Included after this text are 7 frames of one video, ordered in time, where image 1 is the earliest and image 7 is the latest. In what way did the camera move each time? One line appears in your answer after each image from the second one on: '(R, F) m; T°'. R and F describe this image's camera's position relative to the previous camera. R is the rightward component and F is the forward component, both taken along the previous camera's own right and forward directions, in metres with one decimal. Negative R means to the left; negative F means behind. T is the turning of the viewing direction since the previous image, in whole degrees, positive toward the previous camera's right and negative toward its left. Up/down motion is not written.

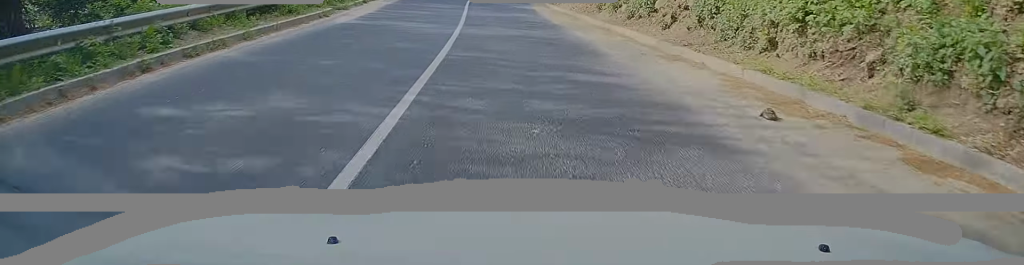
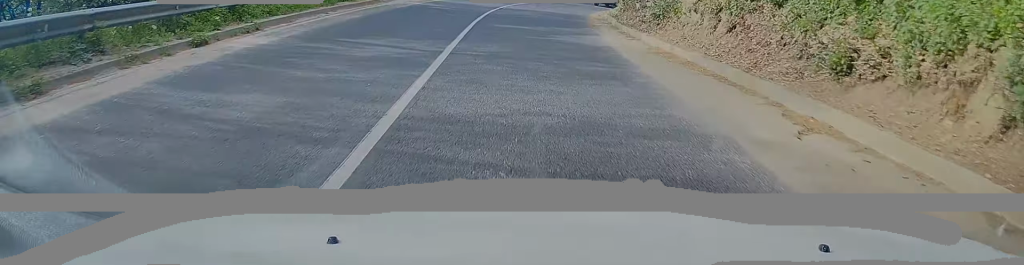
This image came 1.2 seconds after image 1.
(-0.4, +16.4) m; -1°
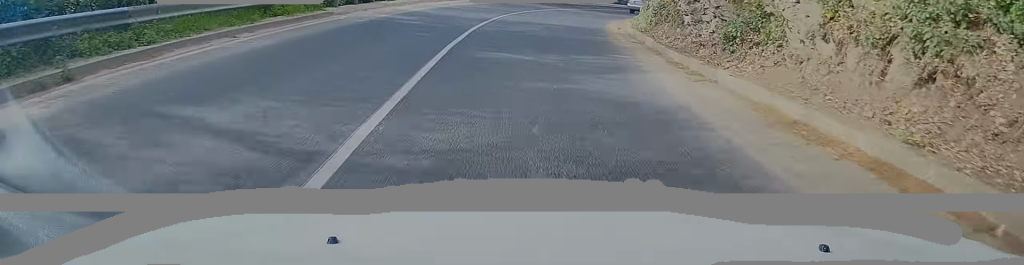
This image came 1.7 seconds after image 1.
(0.0, +6.3) m; 0°
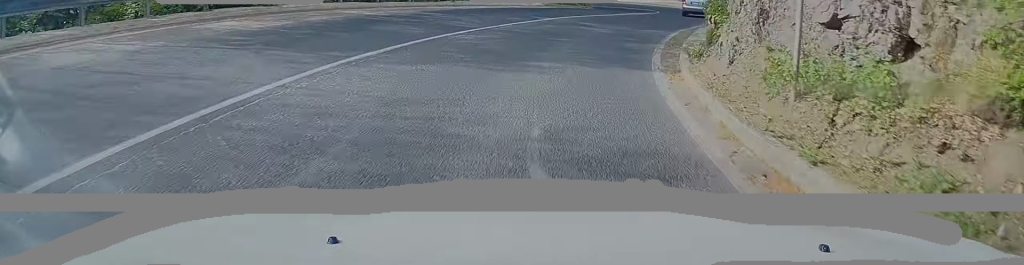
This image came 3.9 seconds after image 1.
(+2.8, +29.5) m; +15°
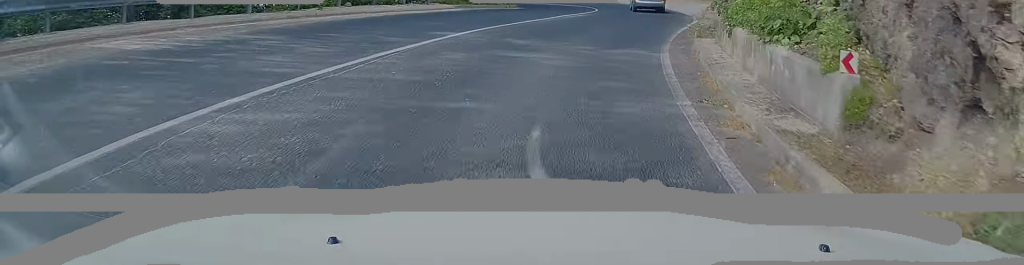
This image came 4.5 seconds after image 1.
(+0.4, +7.9) m; +6°
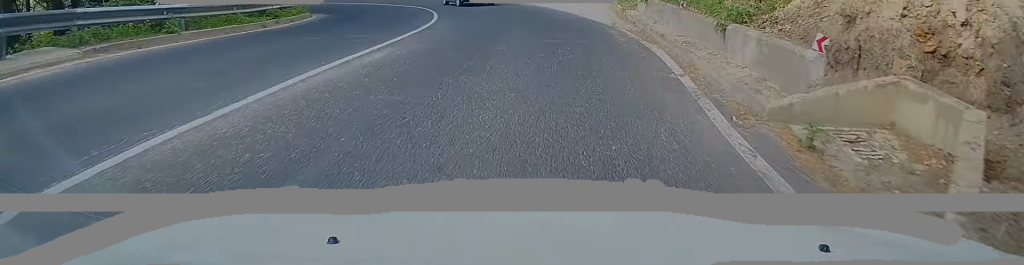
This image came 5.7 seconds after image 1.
(+1.6, +15.7) m; +11°
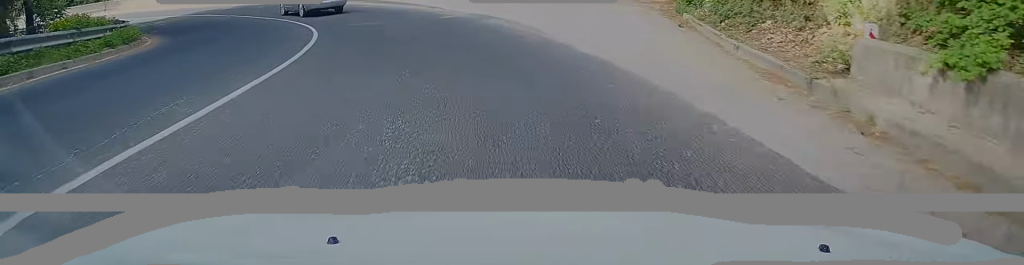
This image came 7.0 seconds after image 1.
(+0.6, +15.8) m; -2°
